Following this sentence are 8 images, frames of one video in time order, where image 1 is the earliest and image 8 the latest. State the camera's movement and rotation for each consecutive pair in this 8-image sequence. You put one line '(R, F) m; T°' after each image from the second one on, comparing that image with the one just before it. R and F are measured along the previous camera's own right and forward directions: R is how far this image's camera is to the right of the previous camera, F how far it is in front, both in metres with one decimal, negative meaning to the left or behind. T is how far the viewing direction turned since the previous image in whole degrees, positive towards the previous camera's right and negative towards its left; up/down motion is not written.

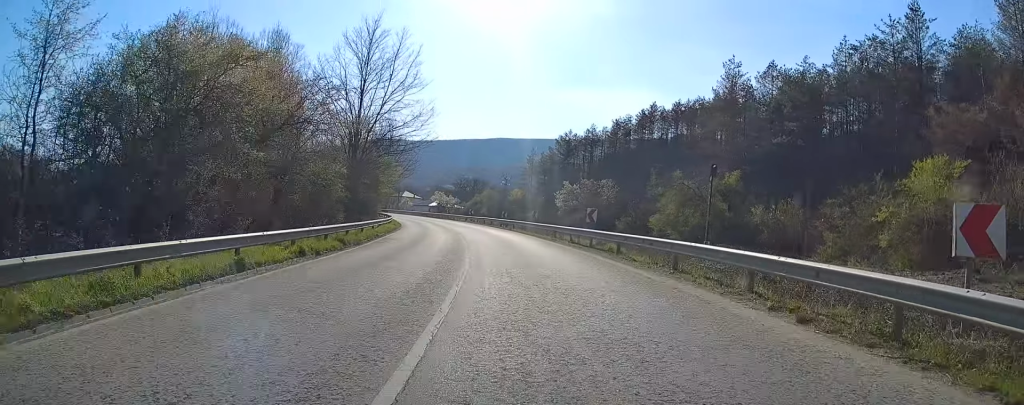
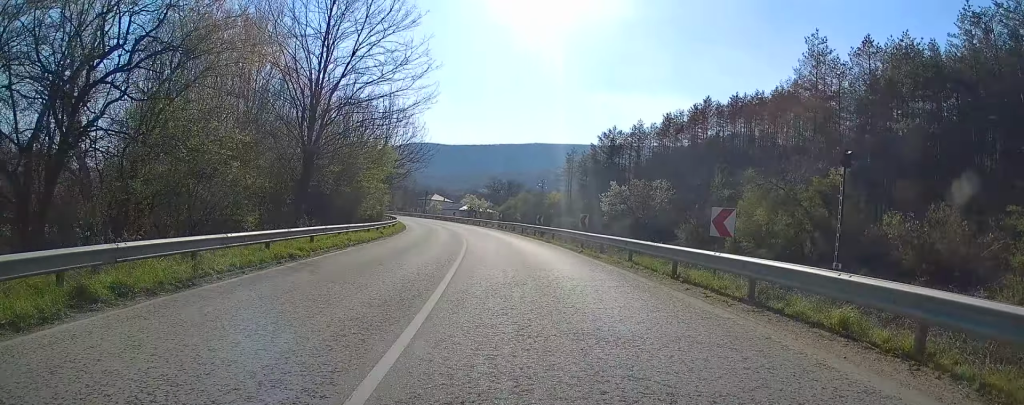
(0.0, +14.2) m; -3°
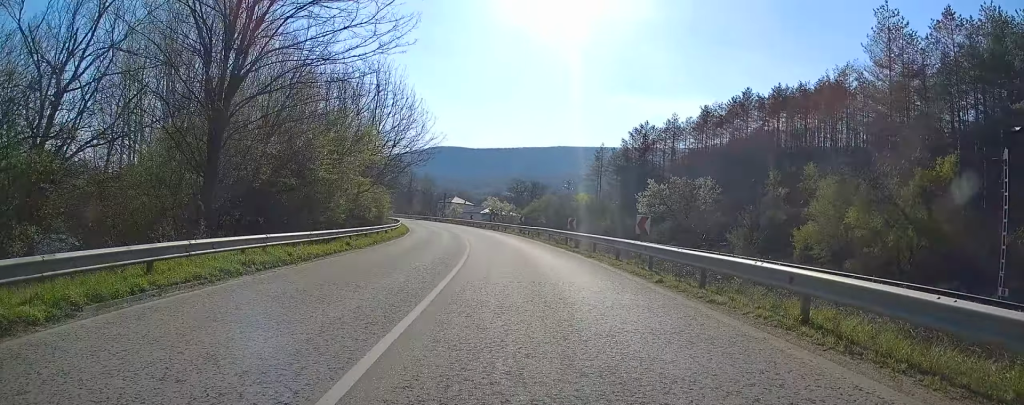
(-0.5, +9.8) m; -2°
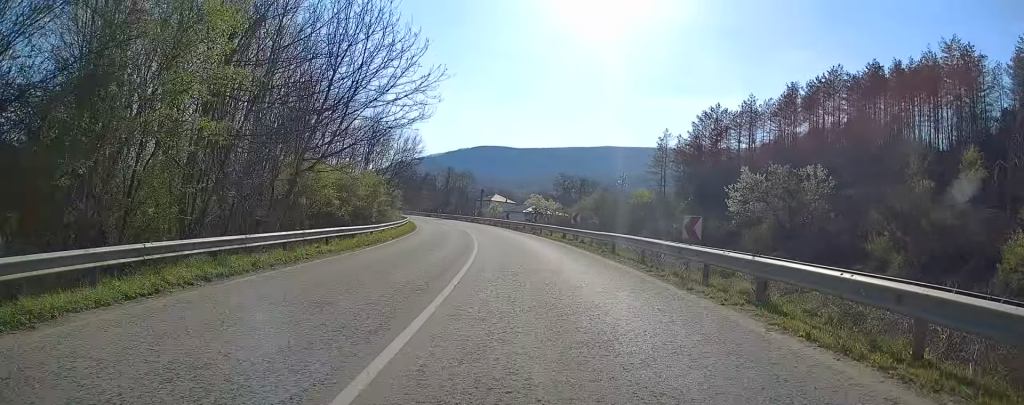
(-0.6, +17.9) m; -4°
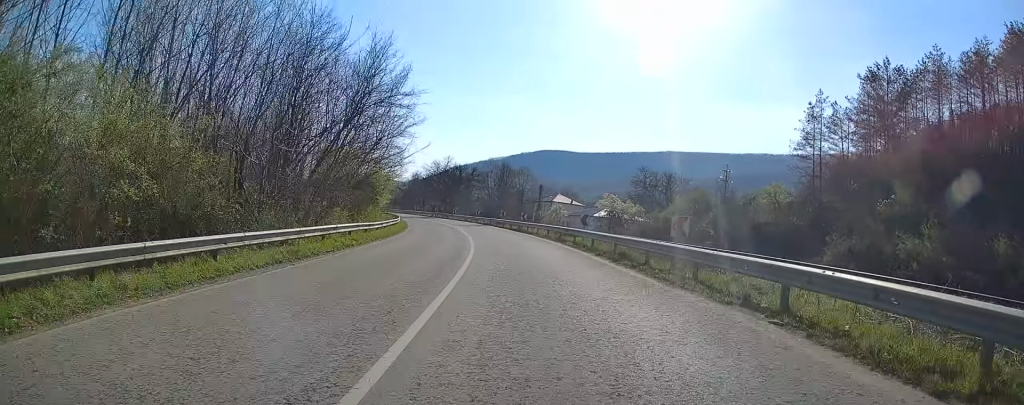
(-2.4, +33.1) m; -8°
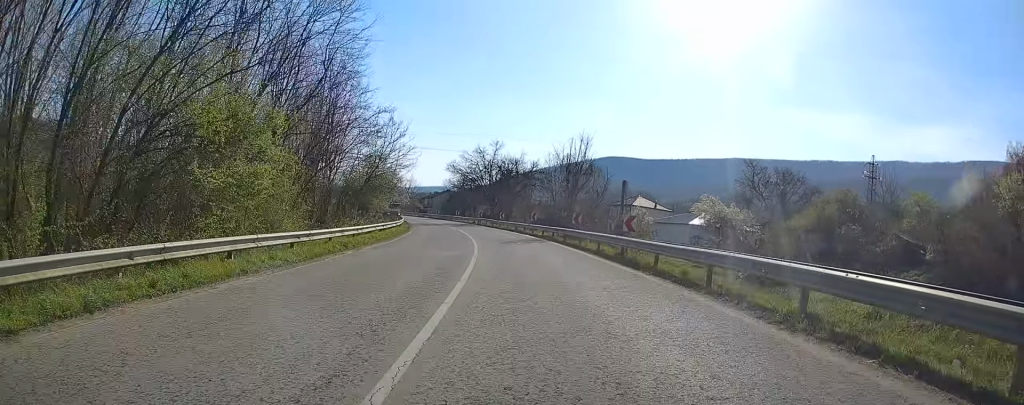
(-1.6, +28.5) m; -5°
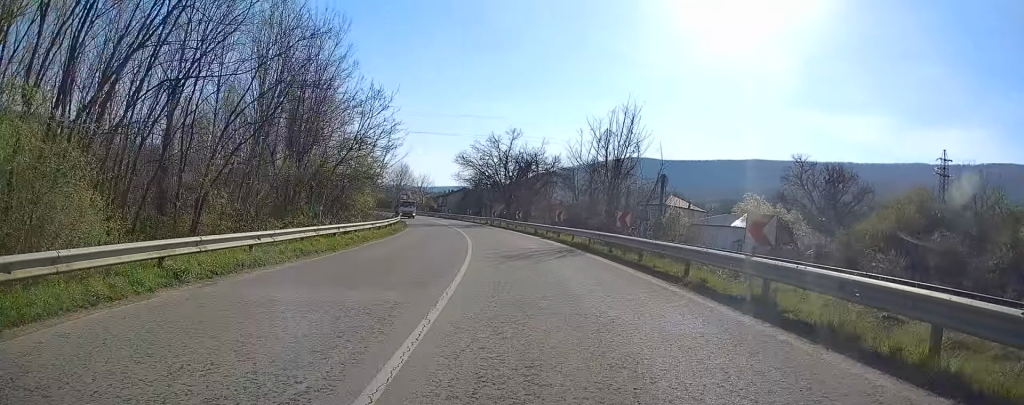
(-0.1, +10.9) m; -2°
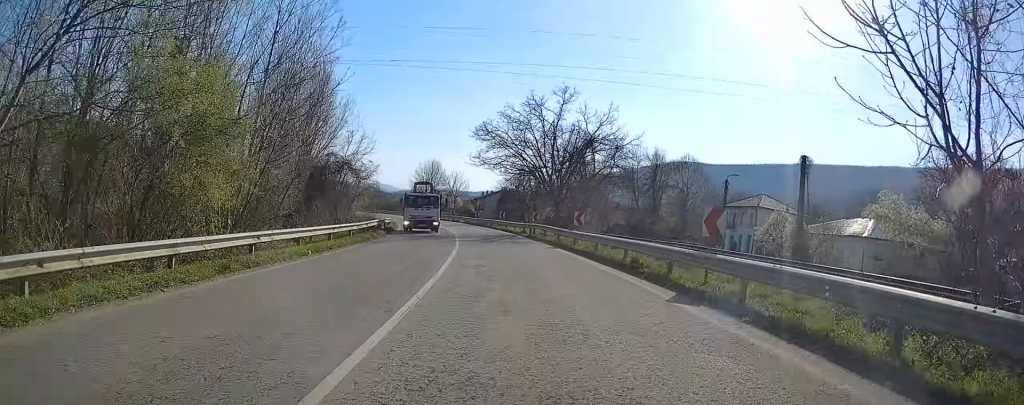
(-0.7, +23.7) m; -4°
